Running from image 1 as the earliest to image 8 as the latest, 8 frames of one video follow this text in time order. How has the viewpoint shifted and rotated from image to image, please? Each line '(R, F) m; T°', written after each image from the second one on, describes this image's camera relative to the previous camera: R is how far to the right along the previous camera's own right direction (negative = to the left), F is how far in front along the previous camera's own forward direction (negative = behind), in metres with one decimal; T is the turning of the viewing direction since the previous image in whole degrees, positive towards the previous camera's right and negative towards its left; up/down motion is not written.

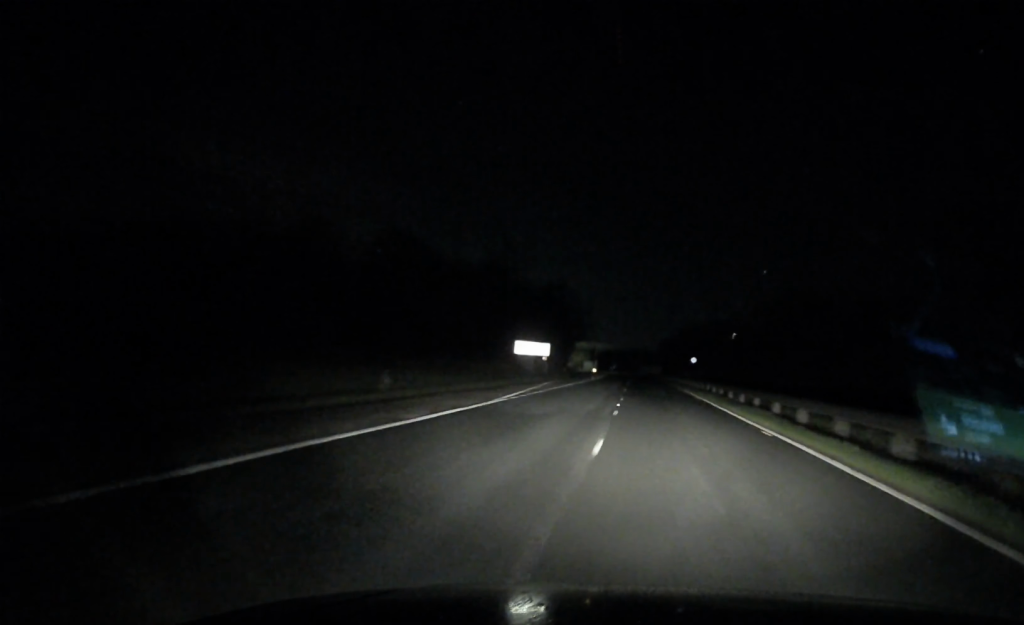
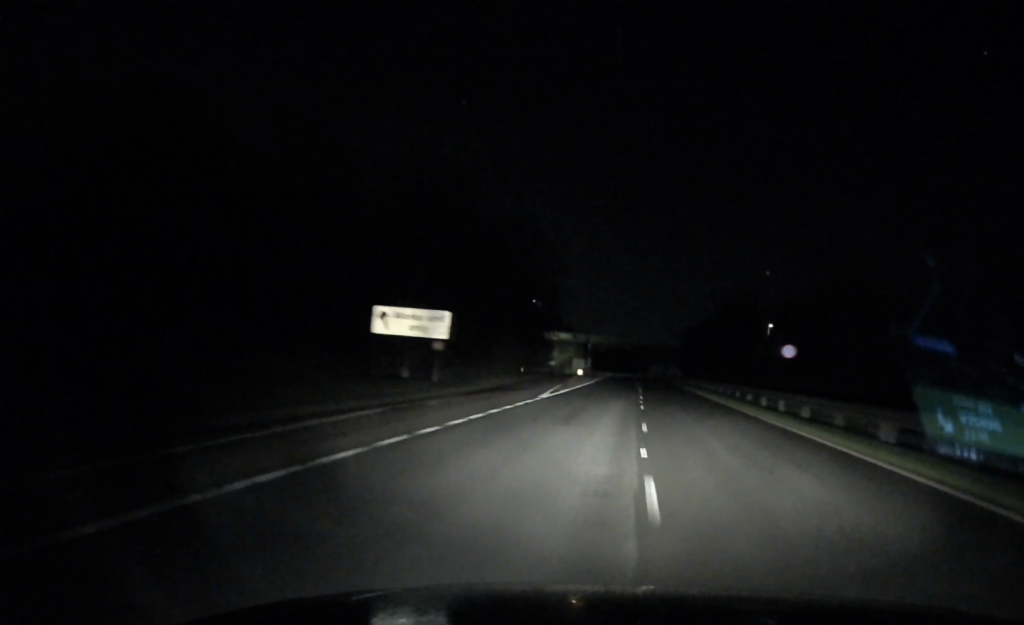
(-0.1, +49.7) m; -1°
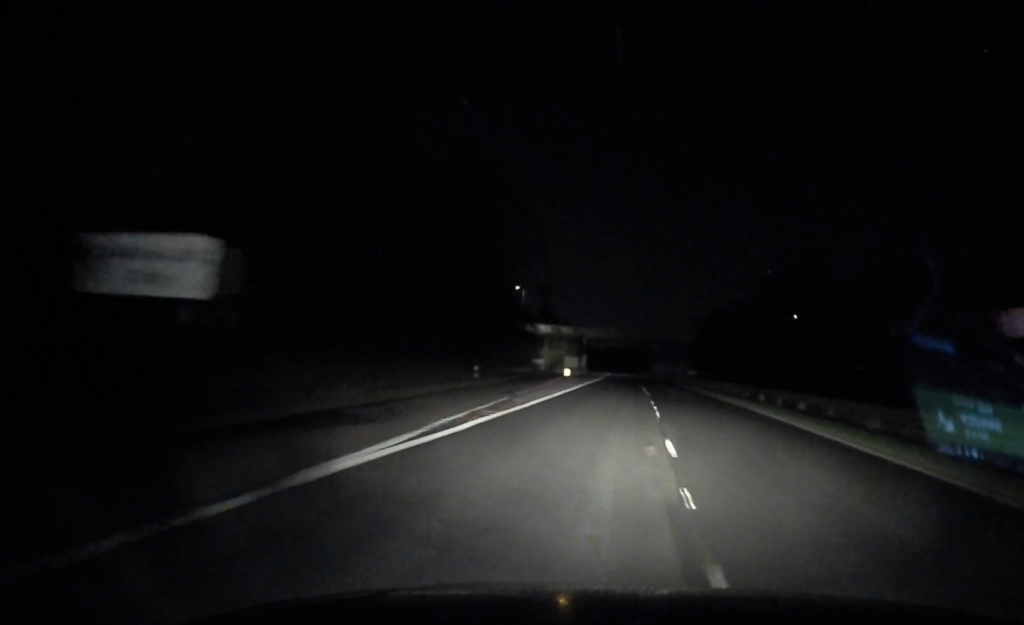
(-0.1, +21.1) m; 0°
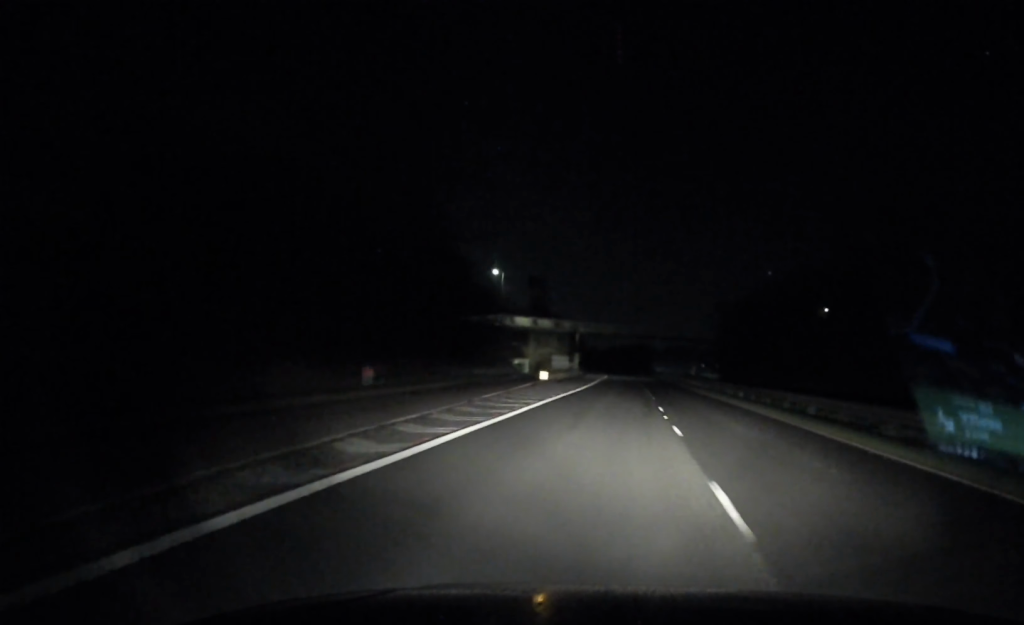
(0.0, +21.1) m; 0°
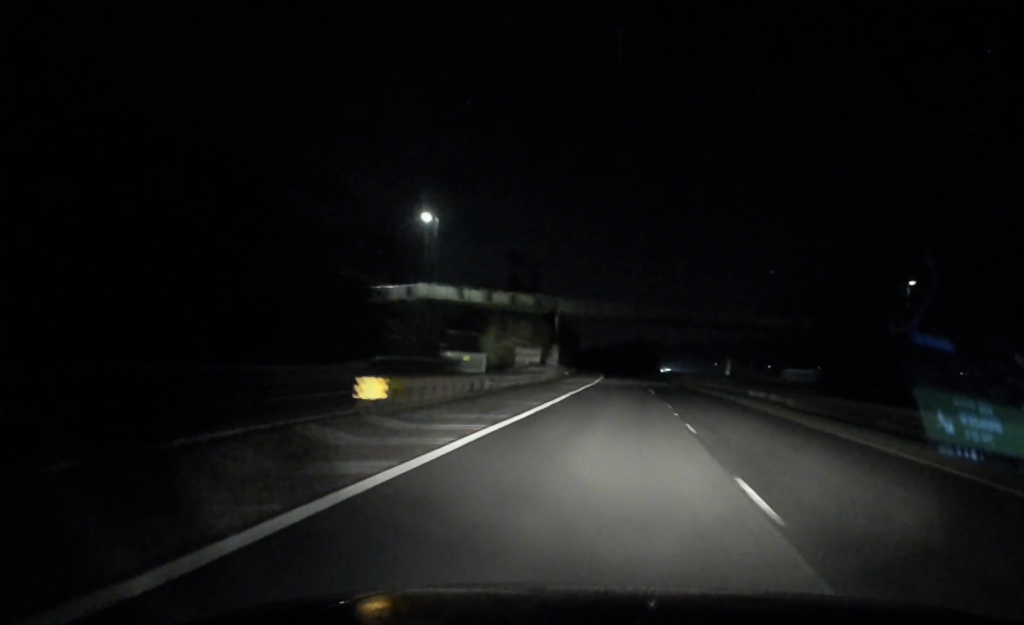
(-0.2, +34.7) m; 0°
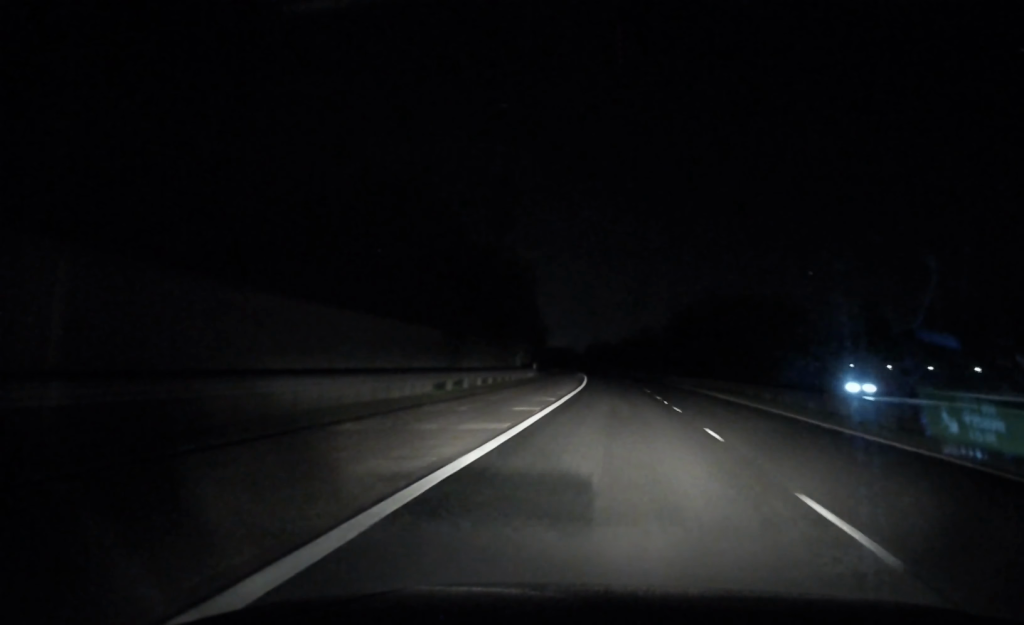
(-0.5, +116.8) m; -2°
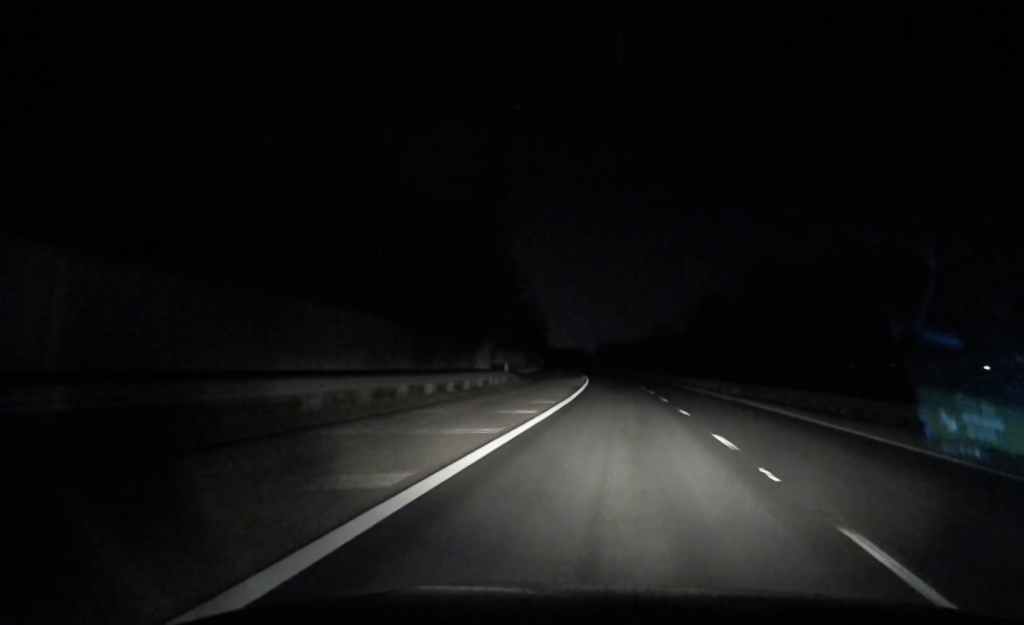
(-0.1, +19.2) m; -1°
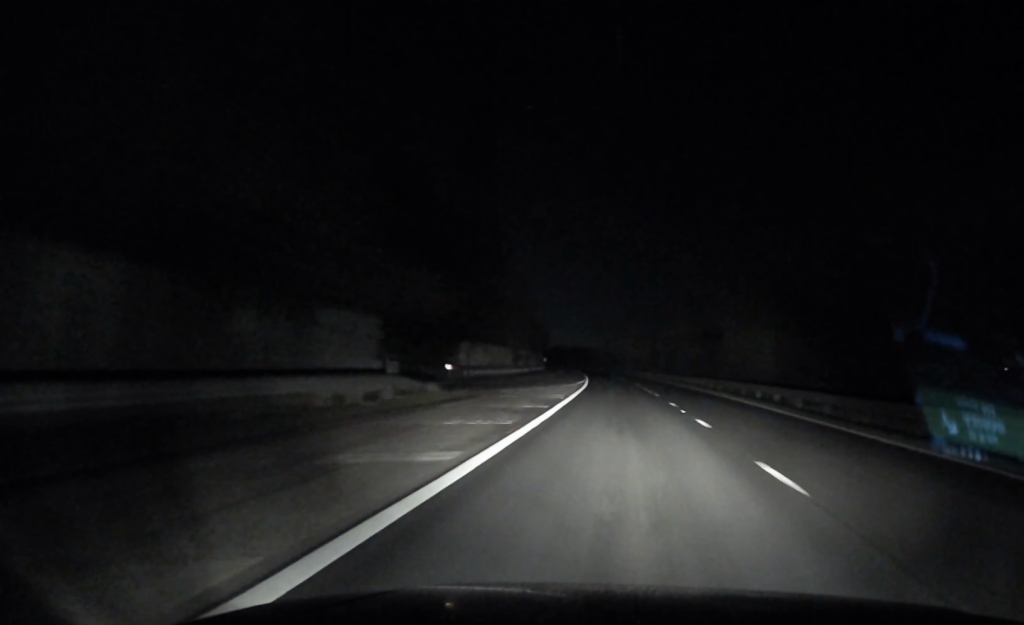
(-0.3, +21.9) m; 0°
